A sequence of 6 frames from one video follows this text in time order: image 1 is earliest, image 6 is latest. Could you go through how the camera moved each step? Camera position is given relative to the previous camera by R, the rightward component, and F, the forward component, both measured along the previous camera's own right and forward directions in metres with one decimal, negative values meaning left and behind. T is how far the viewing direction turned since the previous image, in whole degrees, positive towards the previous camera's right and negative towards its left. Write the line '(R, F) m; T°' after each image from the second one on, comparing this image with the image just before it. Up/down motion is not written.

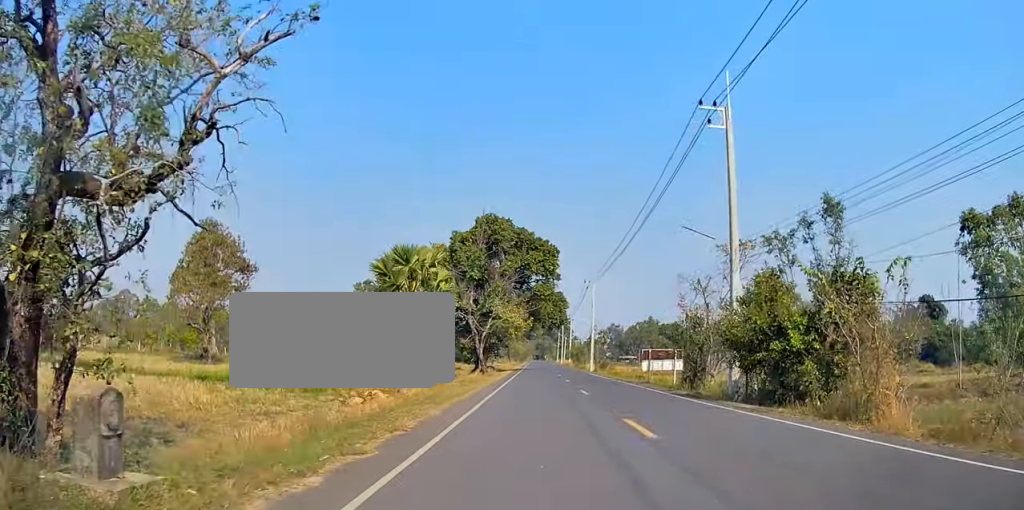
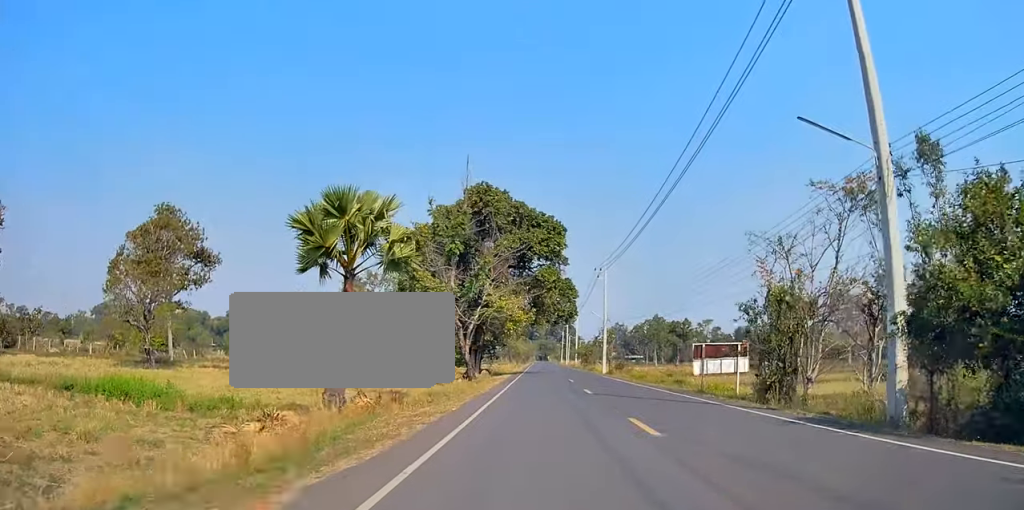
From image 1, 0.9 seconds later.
(+0.1, +11.8) m; -1°
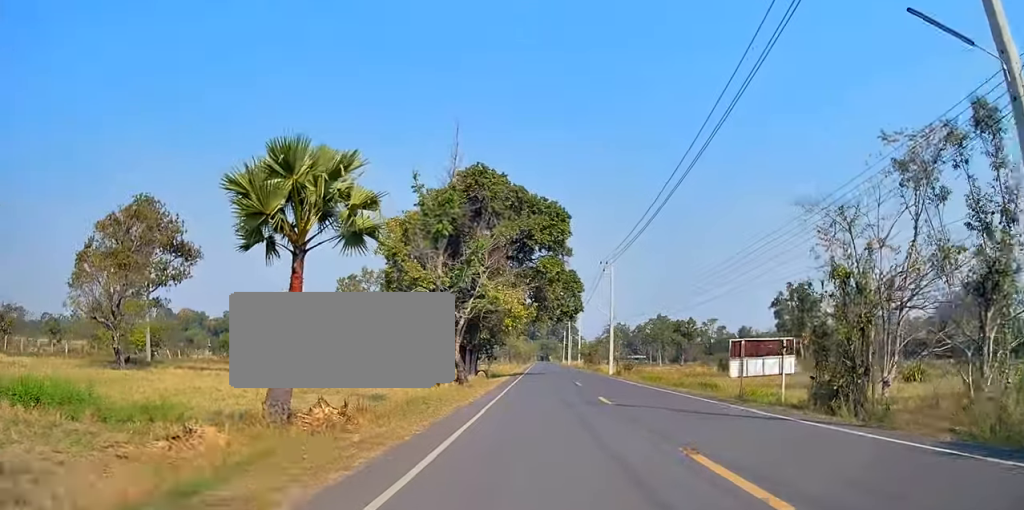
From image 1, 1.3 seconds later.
(-0.2, +5.3) m; -1°
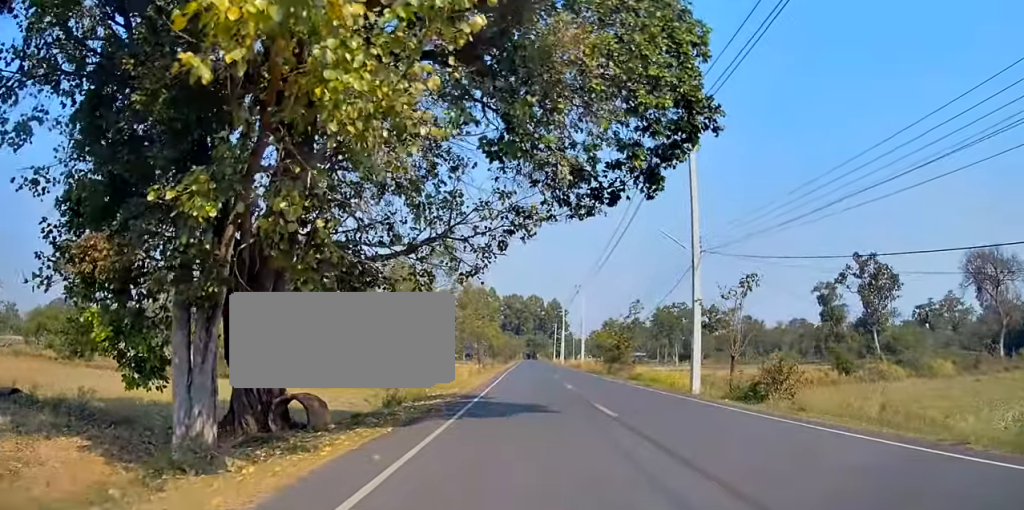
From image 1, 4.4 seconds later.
(+0.9, +40.4) m; +3°
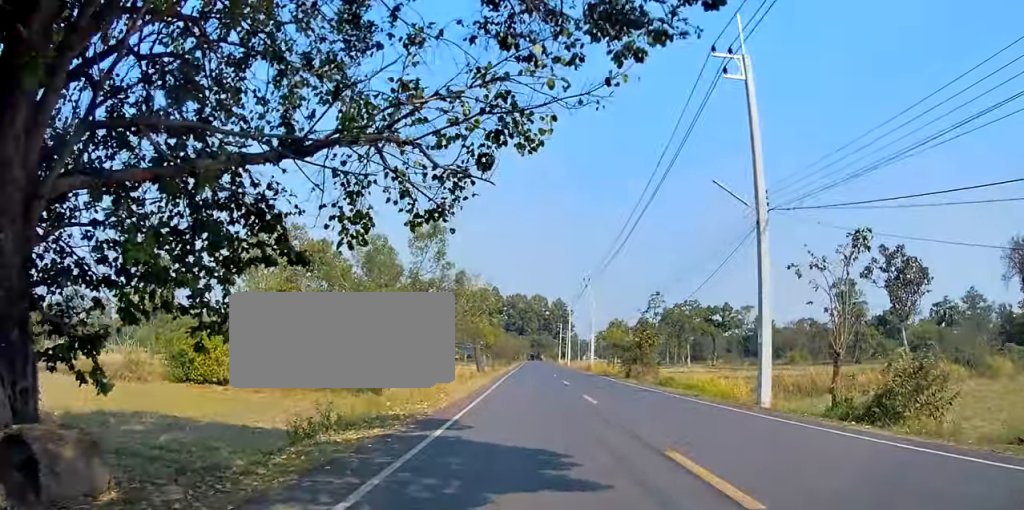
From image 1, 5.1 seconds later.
(-0.5, +8.5) m; 0°
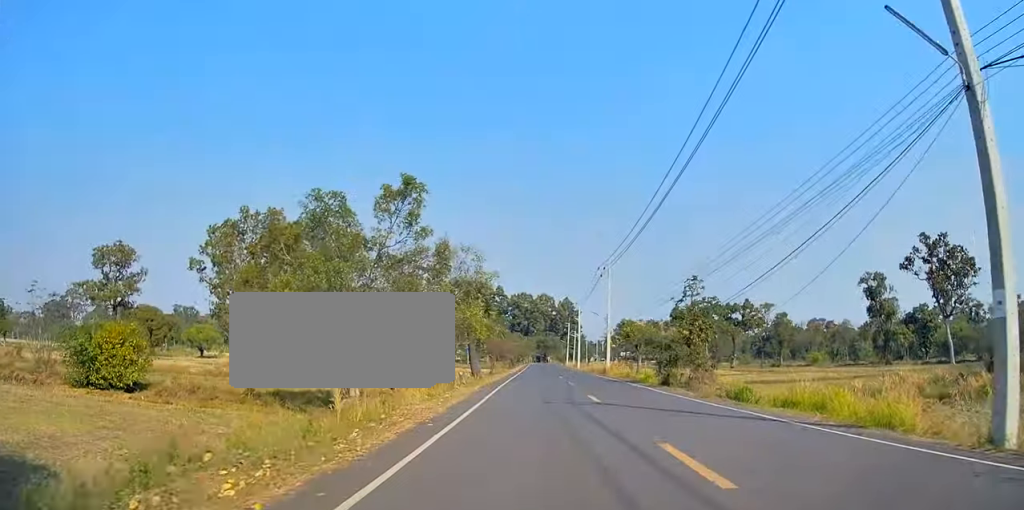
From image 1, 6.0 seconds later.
(+0.1, +11.3) m; 0°
